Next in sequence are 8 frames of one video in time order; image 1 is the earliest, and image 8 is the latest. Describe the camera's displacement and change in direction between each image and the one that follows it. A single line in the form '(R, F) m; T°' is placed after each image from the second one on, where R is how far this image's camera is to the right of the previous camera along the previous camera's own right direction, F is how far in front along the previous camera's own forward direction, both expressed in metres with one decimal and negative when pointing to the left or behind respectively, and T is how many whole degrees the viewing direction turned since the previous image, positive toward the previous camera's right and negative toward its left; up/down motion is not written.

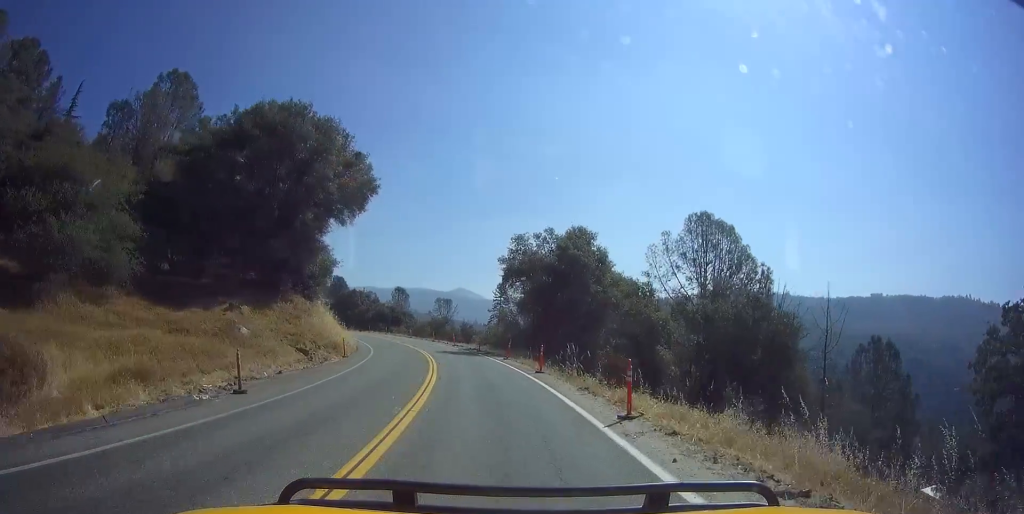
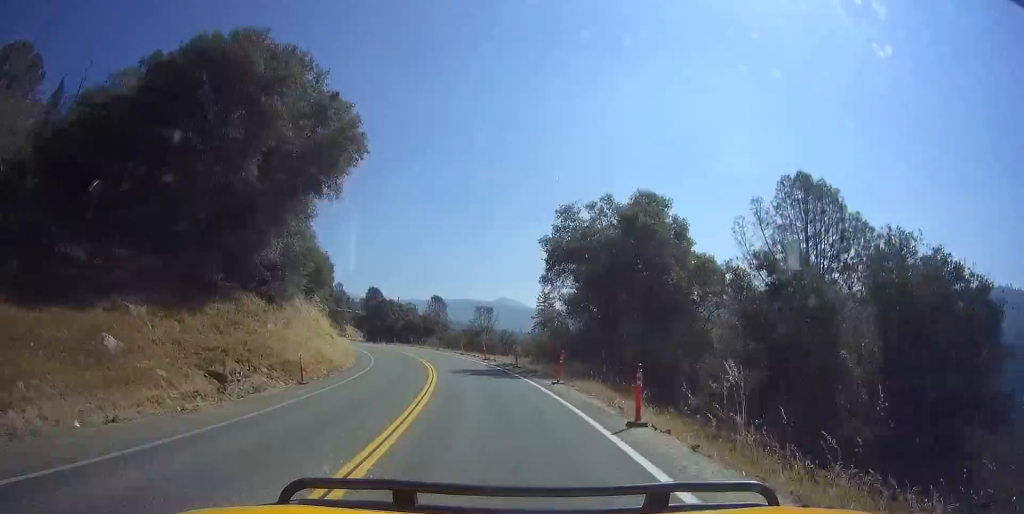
(-0.4, +12.1) m; -5°
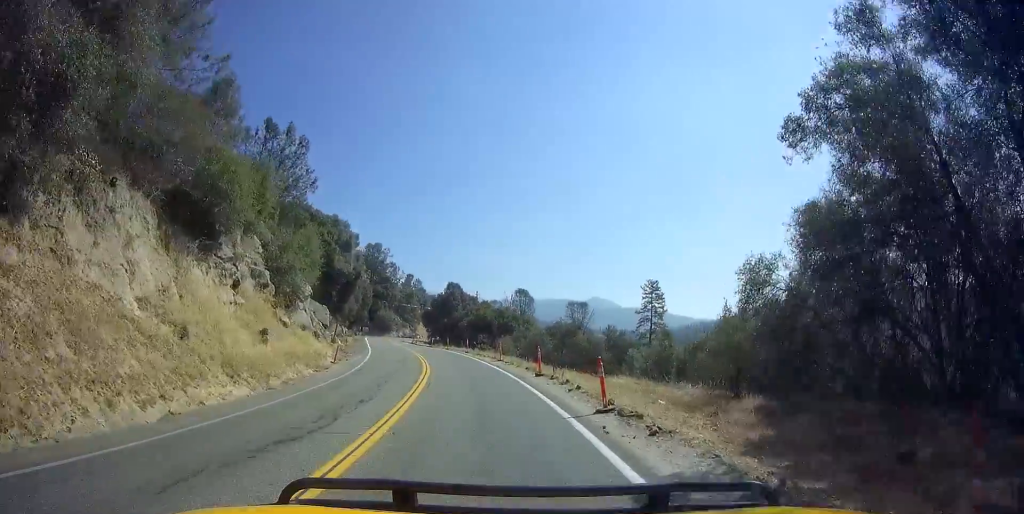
(-2.4, +26.9) m; -9°
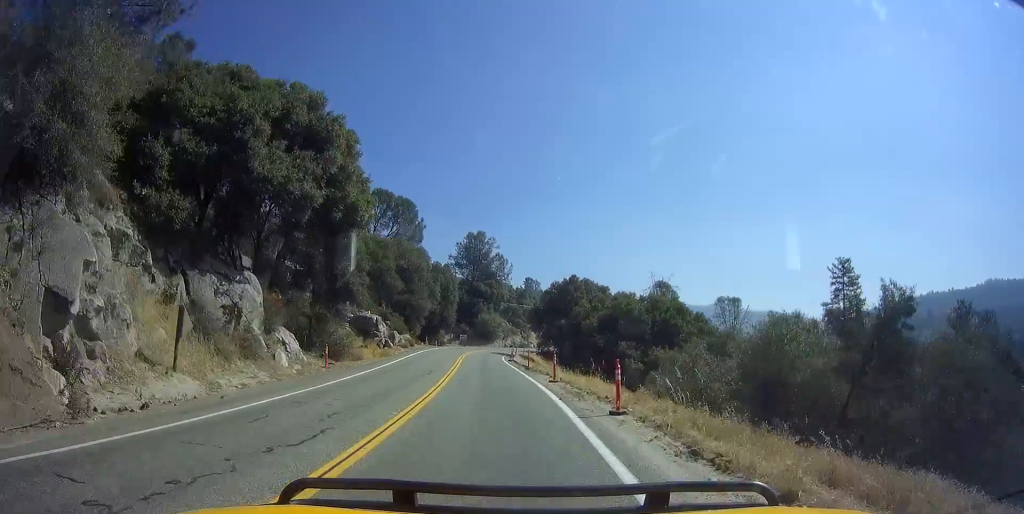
(-3.2, +34.2) m; -8°
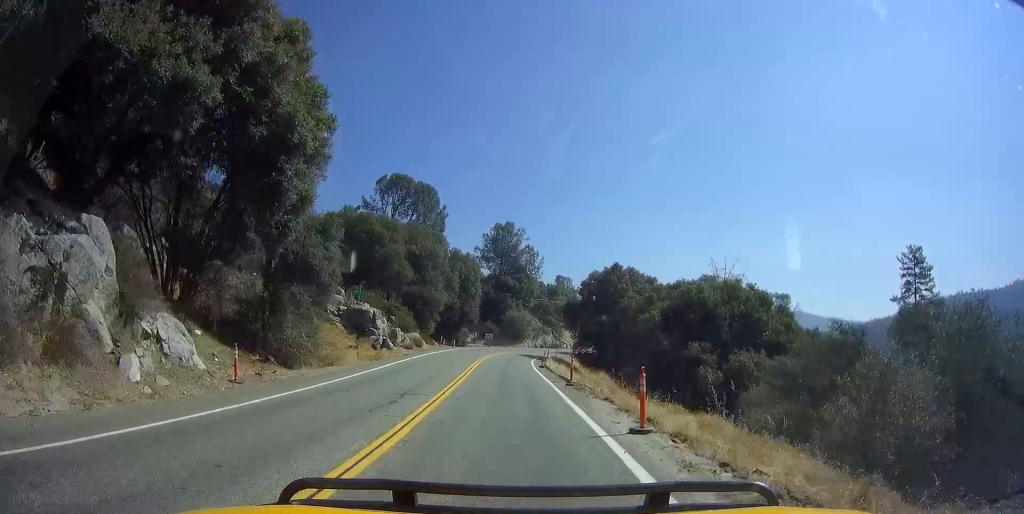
(0.0, +11.4) m; 0°
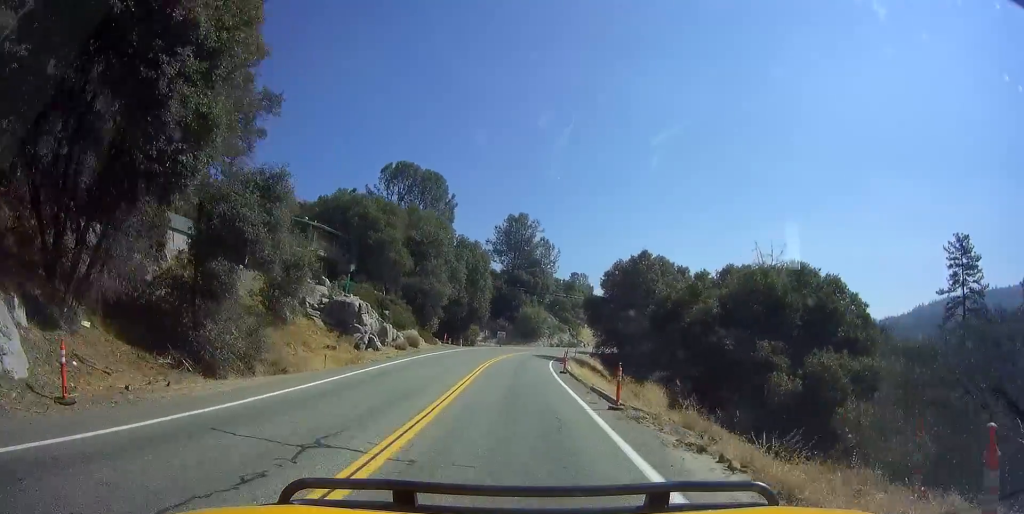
(0.0, +7.6) m; +1°
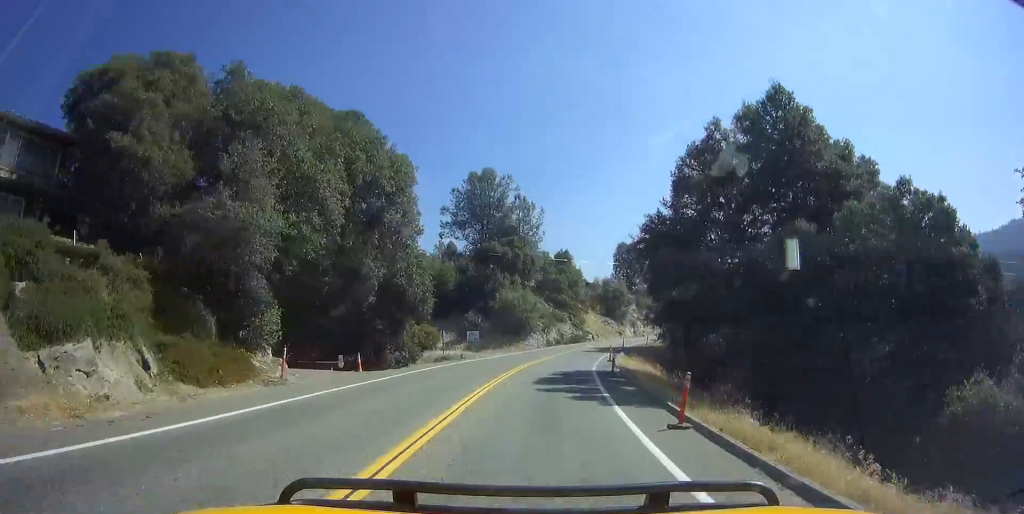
(+1.9, +34.0) m; +9°
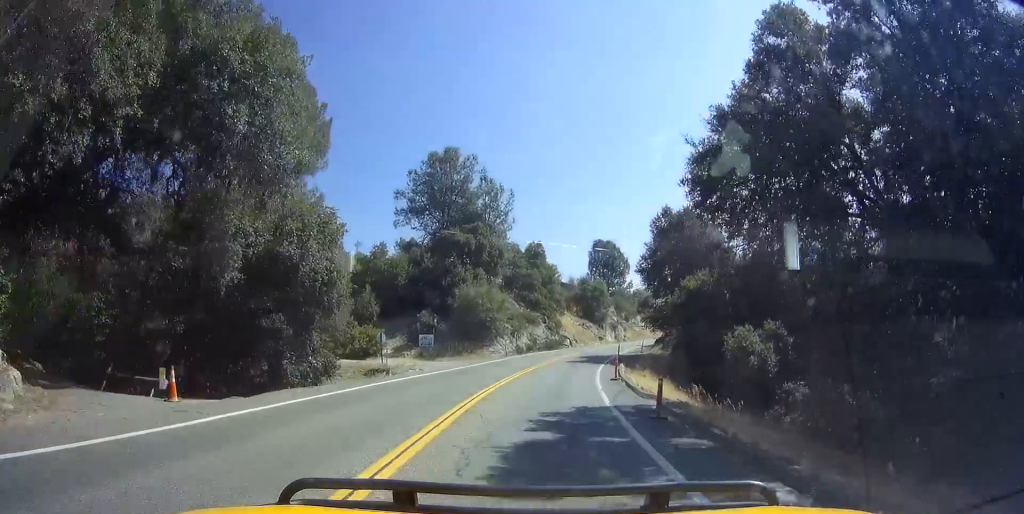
(+0.8, +12.3) m; +5°
